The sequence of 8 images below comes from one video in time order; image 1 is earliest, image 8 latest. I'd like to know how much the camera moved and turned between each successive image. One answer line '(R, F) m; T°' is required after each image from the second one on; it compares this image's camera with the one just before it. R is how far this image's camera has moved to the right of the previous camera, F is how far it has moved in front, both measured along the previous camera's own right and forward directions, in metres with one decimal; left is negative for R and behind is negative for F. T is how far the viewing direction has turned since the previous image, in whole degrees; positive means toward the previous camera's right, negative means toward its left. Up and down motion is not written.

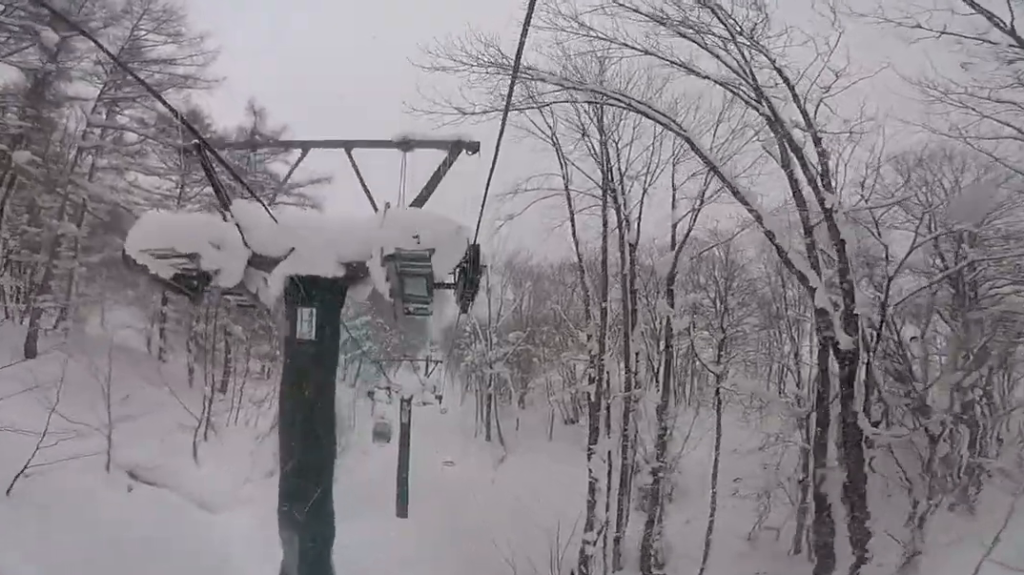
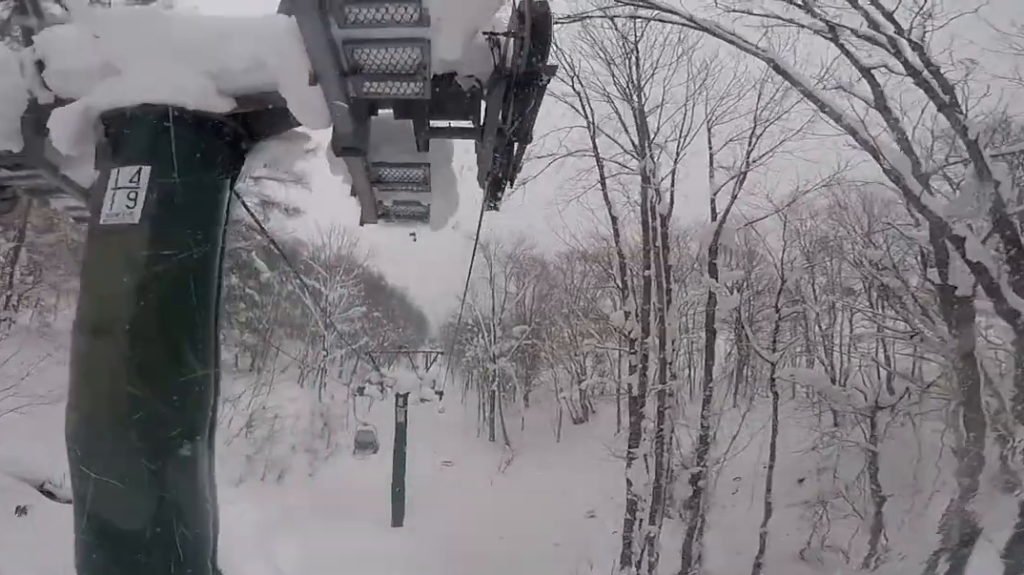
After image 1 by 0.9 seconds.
(0.0, +3.6) m; 0°
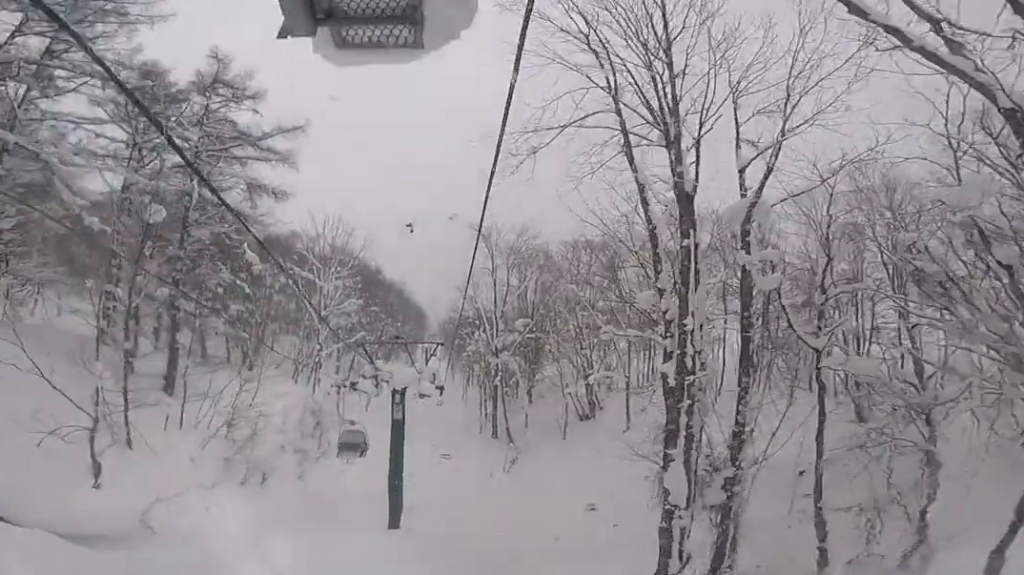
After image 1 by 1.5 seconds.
(0.0, +2.2) m; 0°
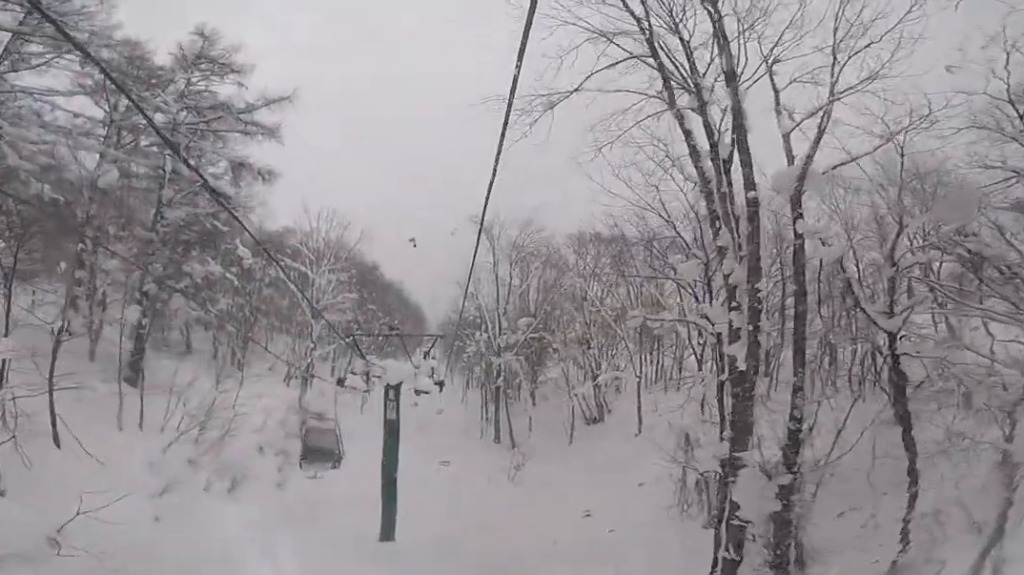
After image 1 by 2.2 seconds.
(0.0, +2.7) m; 0°
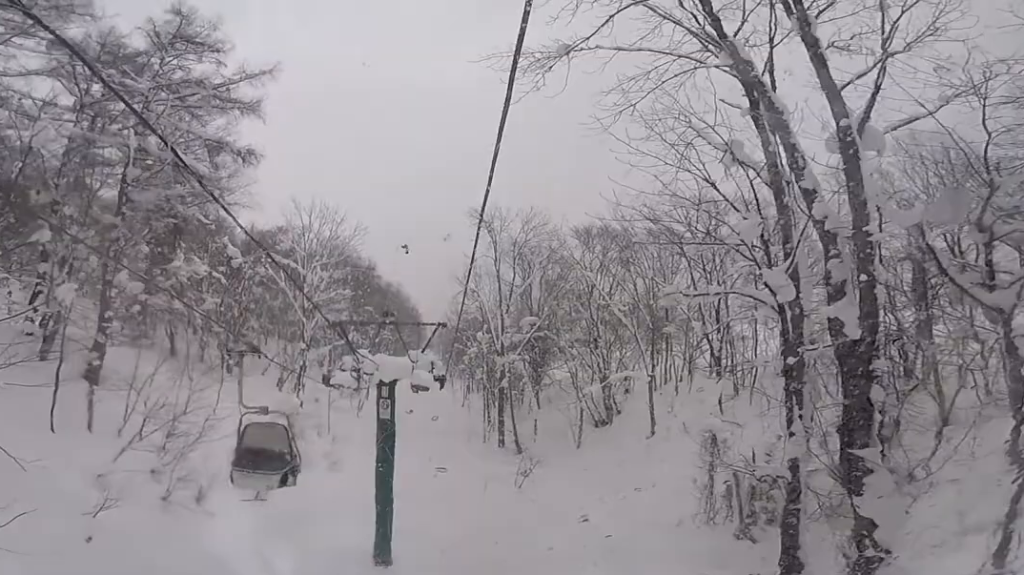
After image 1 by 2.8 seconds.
(0.0, +2.6) m; 0°
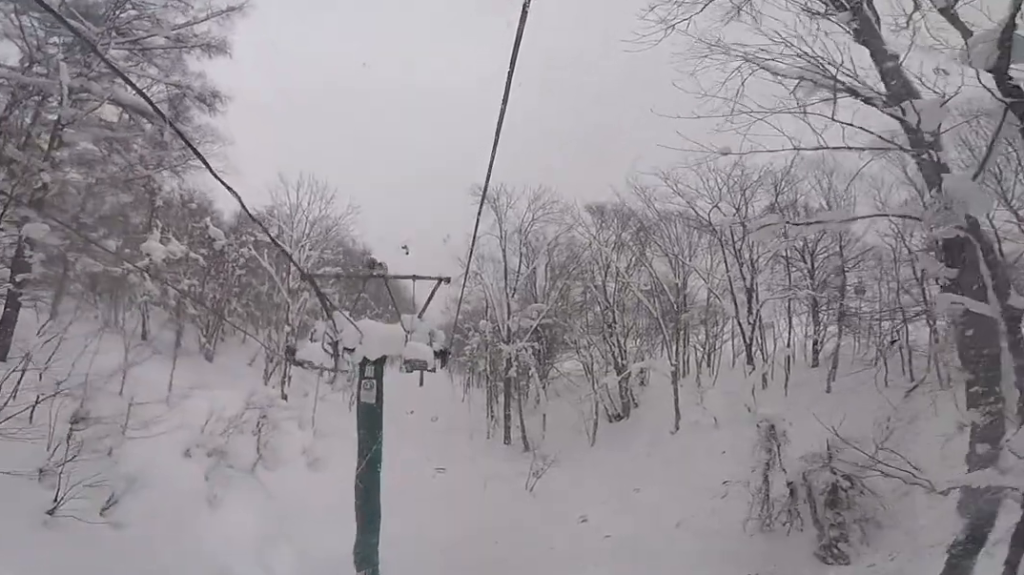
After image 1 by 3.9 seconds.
(0.0, +4.4) m; +1°
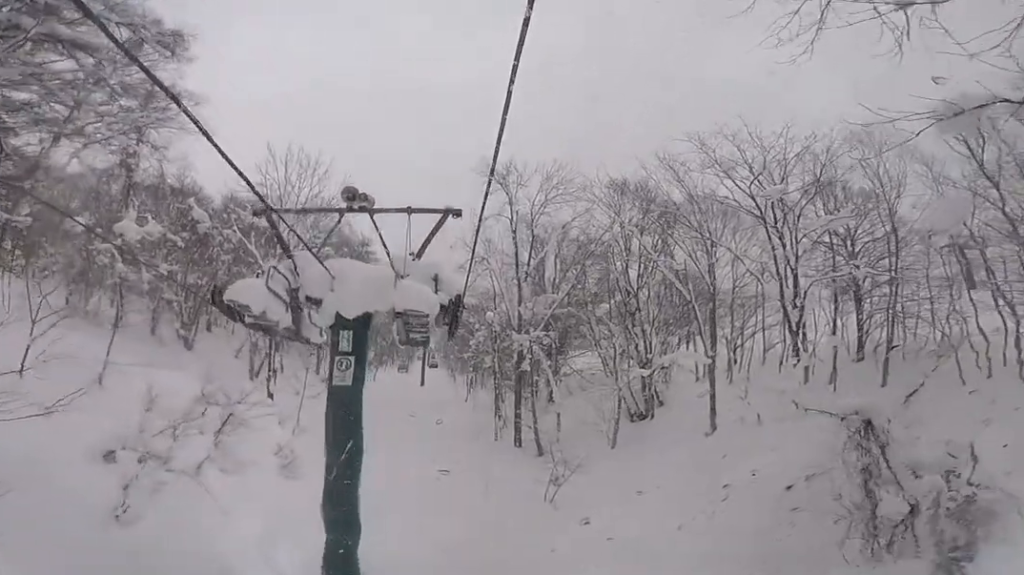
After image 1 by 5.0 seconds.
(+0.1, +4.5) m; +6°
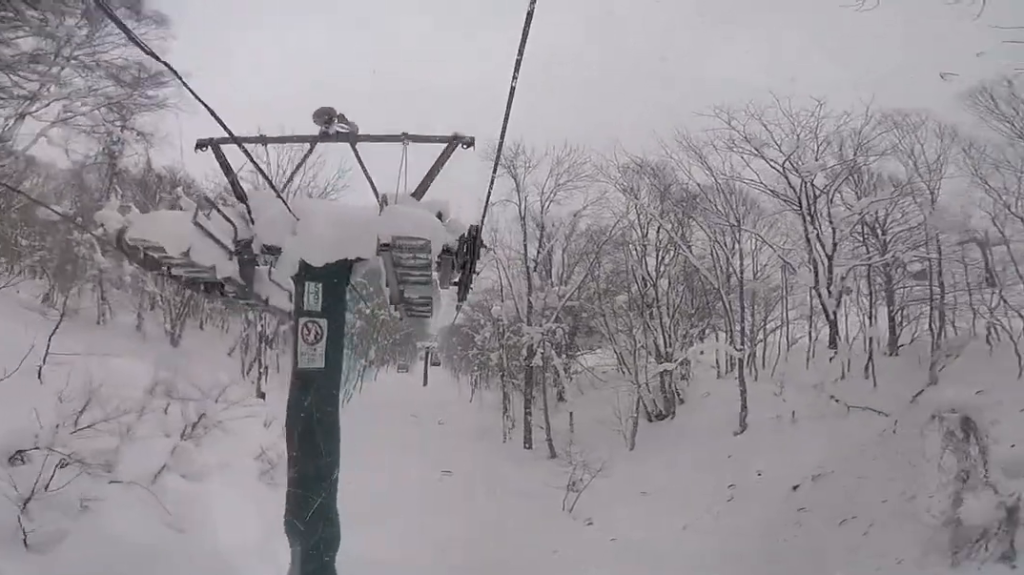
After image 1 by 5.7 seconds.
(+0.1, +2.9) m; 0°
